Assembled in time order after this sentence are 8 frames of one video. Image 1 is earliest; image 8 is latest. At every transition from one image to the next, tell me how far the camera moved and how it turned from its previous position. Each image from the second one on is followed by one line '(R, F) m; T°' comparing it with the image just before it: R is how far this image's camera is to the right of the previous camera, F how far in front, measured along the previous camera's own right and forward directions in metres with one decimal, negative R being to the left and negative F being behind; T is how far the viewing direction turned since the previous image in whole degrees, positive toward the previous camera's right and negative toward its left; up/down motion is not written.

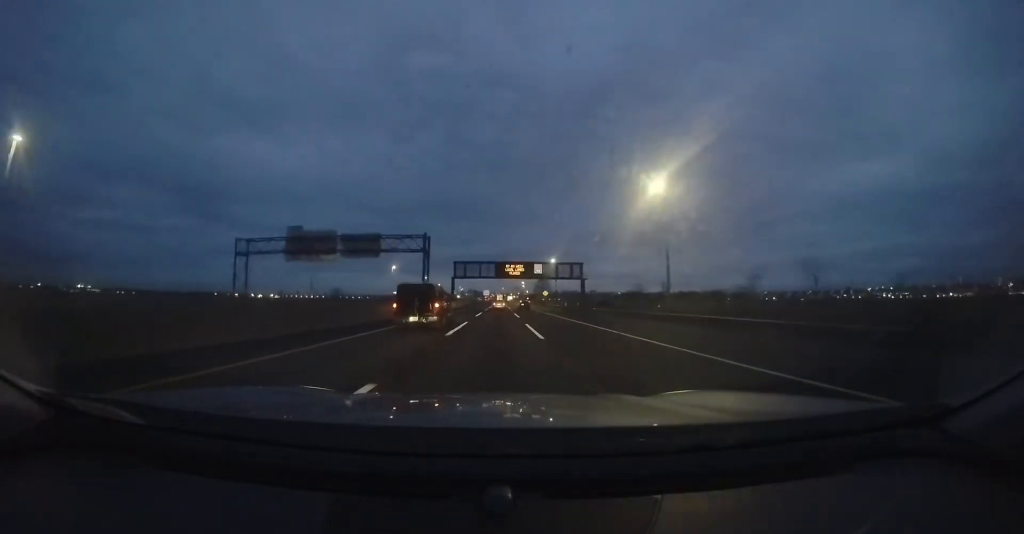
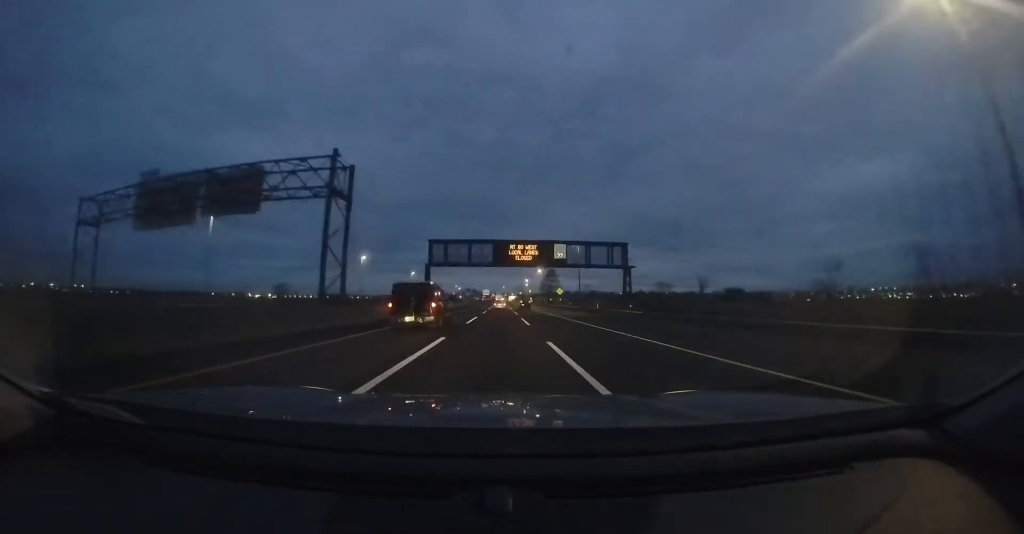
(0.0, +23.7) m; +1°
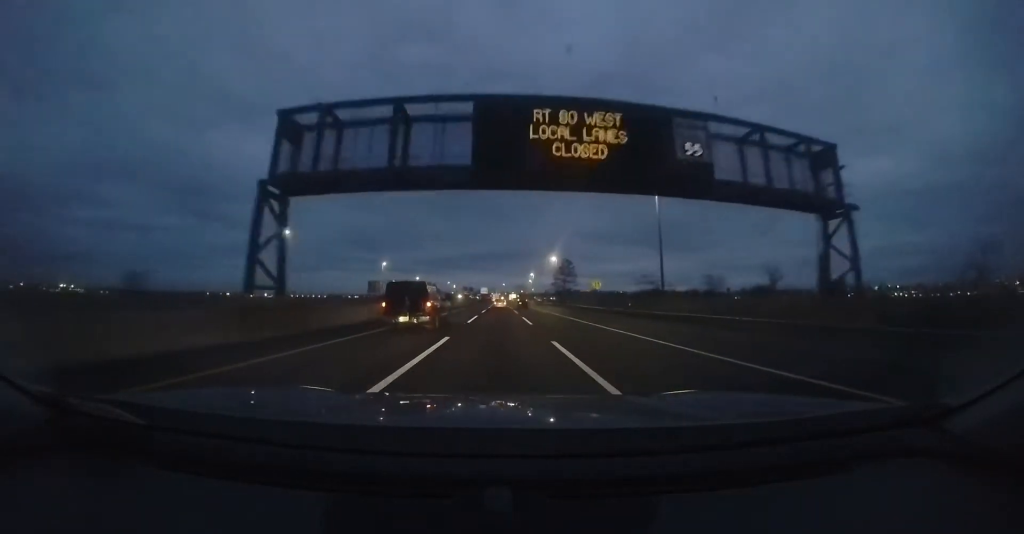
(+0.4, +30.2) m; +1°
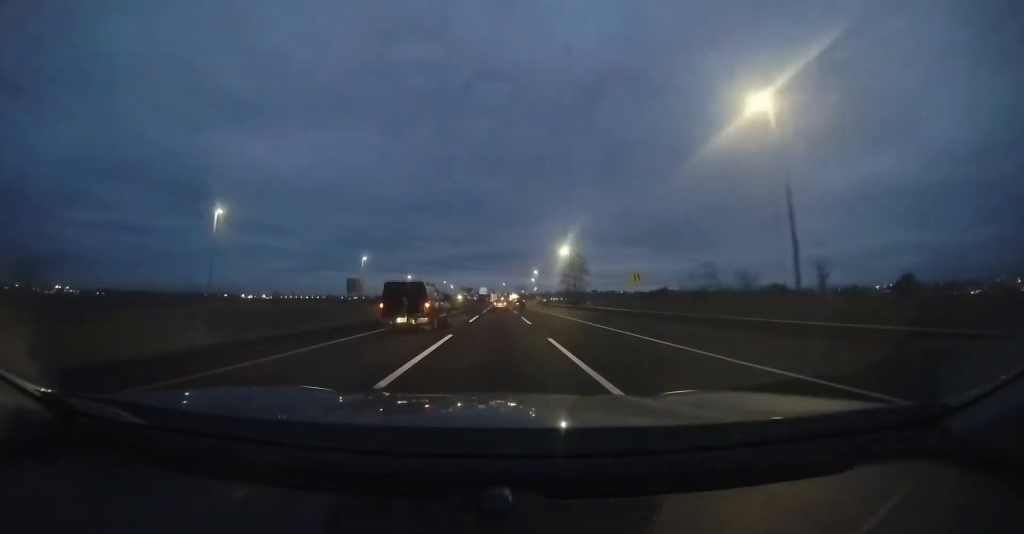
(+0.1, +14.1) m; 0°
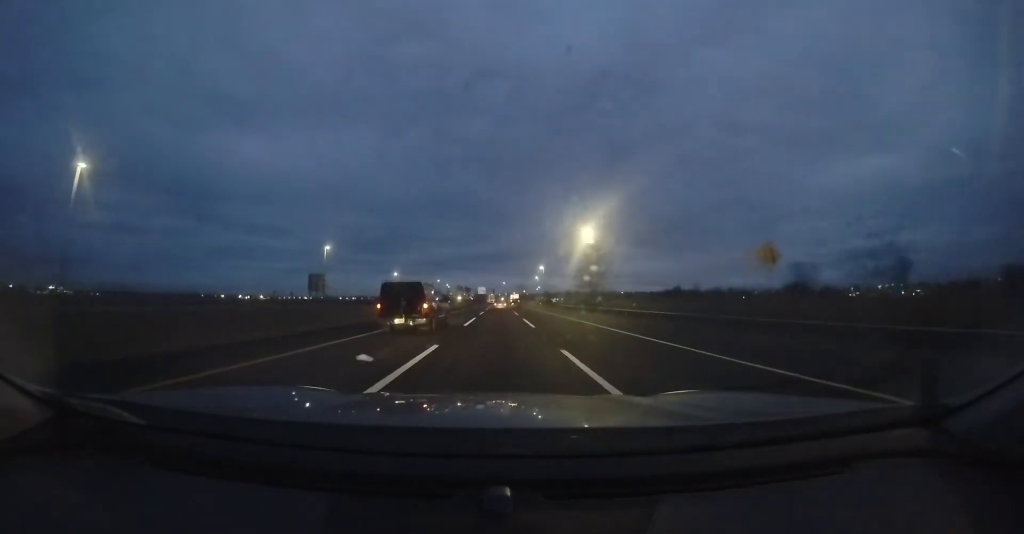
(0.0, +17.9) m; 0°
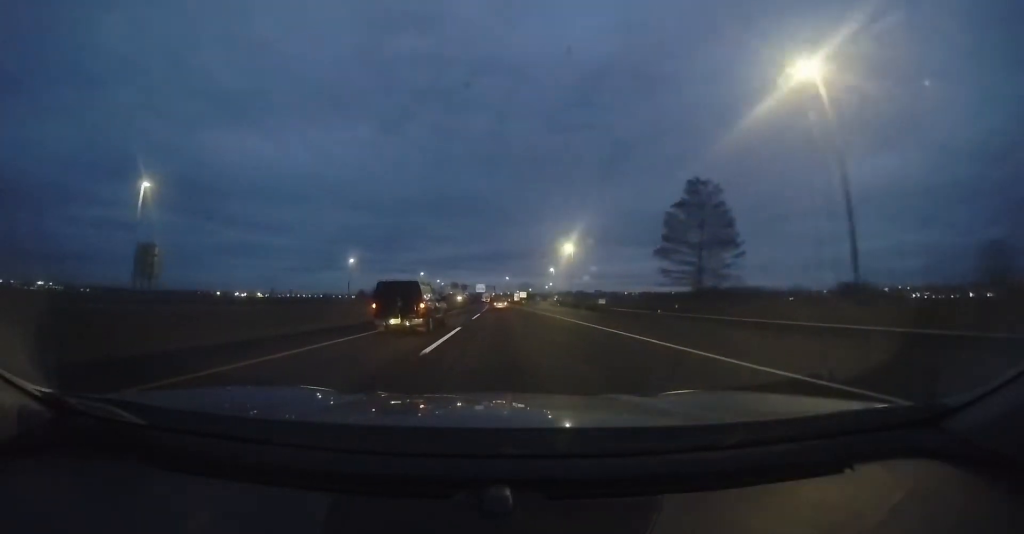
(-0.1, +38.4) m; -1°
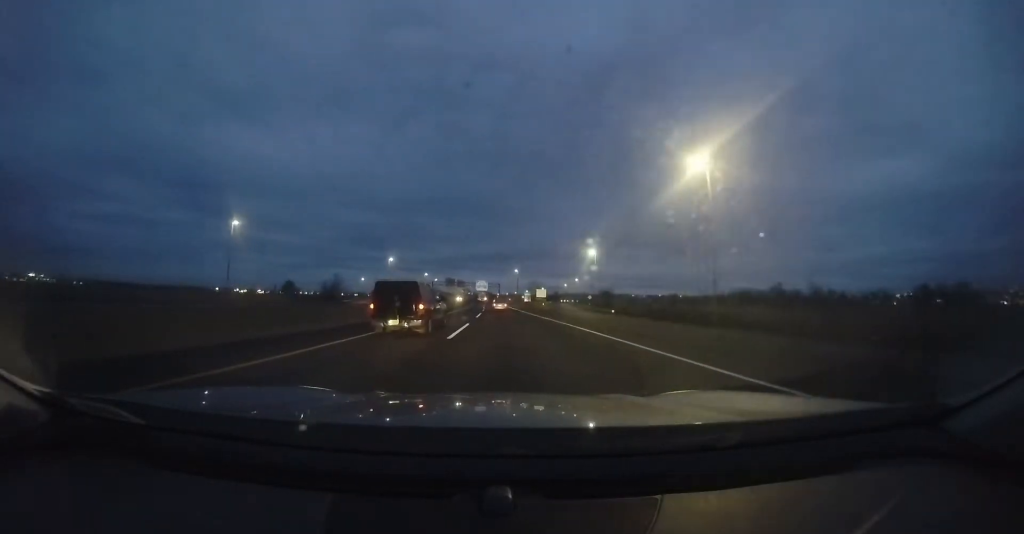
(-0.8, +41.9) m; -2°
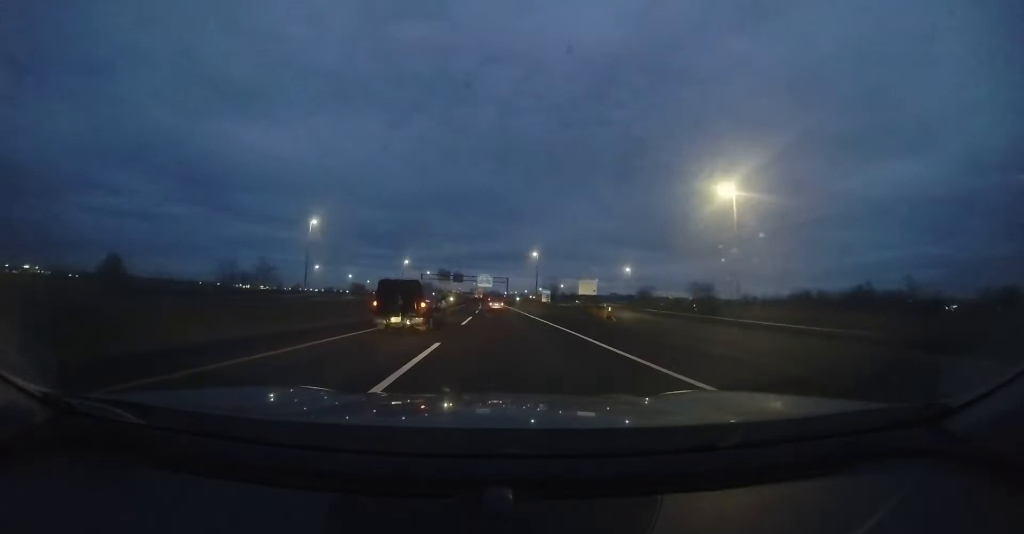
(-0.5, +39.5) m; -1°
